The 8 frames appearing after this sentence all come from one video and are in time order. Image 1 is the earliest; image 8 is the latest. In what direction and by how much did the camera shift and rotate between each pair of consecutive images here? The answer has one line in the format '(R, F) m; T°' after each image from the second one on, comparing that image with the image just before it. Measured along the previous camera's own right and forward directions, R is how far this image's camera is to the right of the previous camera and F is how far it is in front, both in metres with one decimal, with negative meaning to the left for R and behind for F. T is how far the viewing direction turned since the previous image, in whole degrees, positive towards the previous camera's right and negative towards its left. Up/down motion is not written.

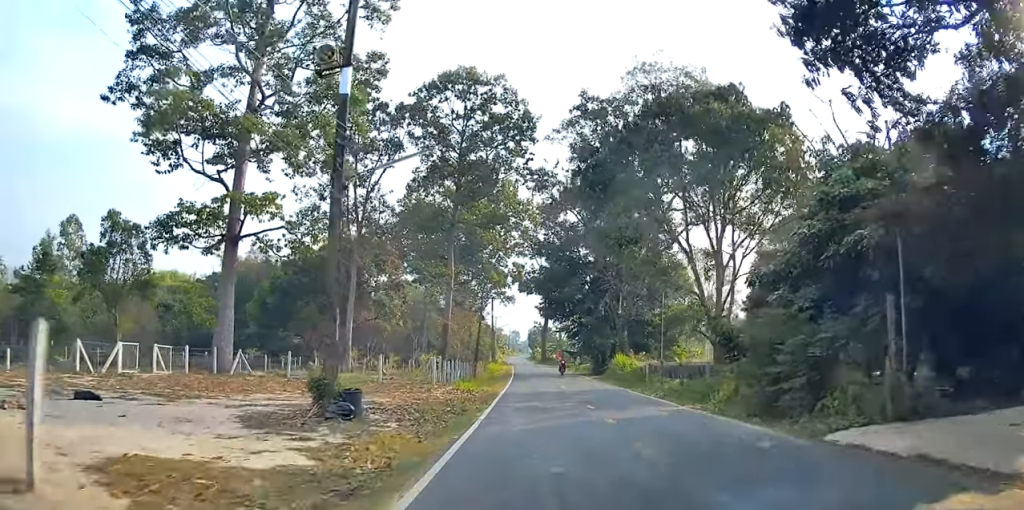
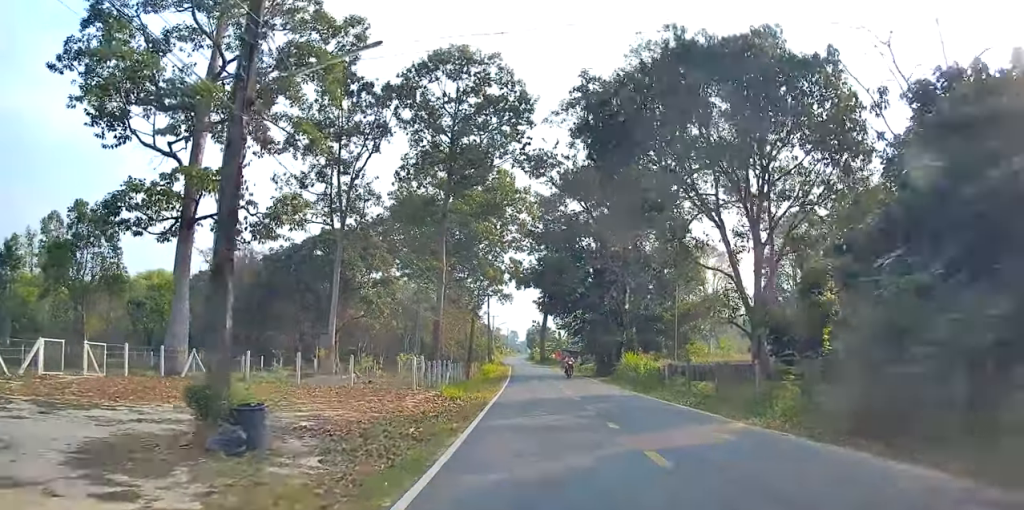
(+0.1, +4.9) m; 0°
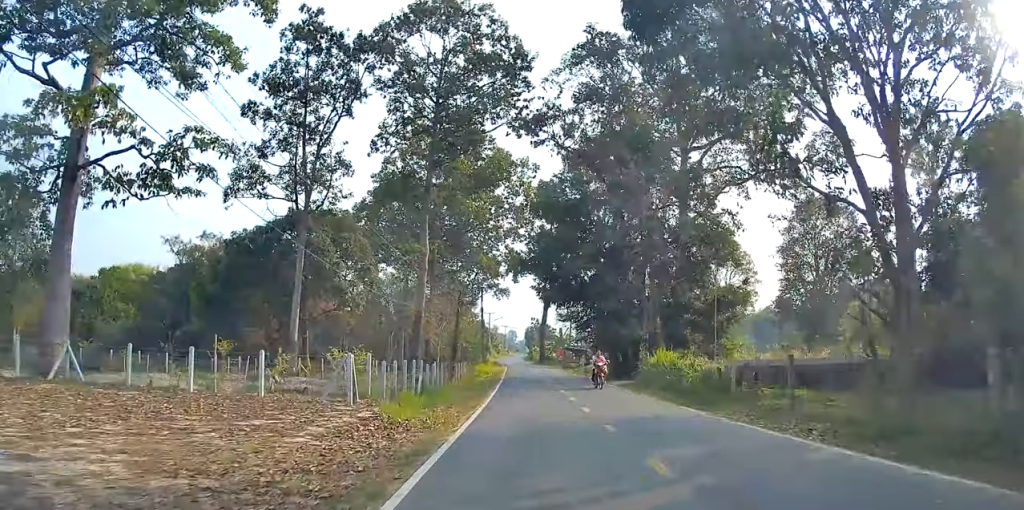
(+0.2, +9.1) m; -1°
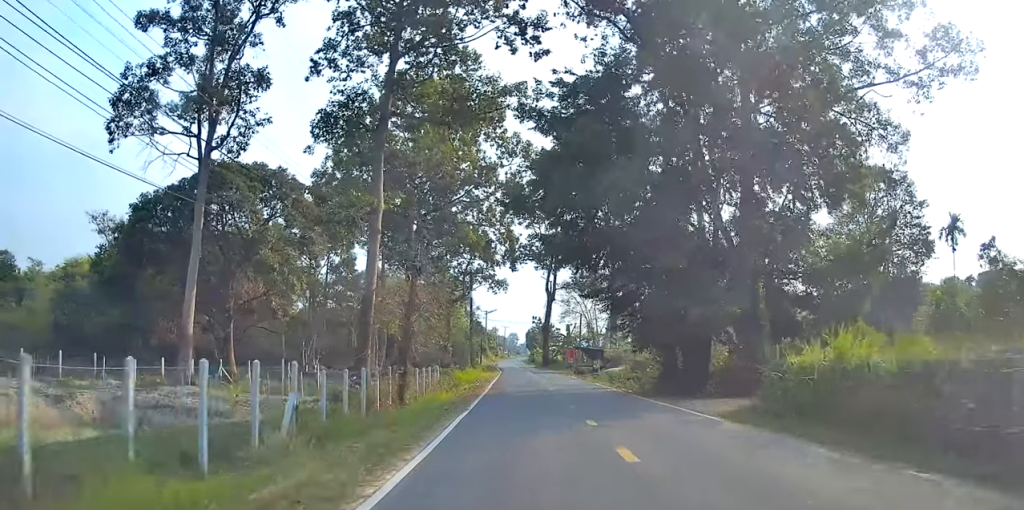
(-0.5, +16.2) m; -1°
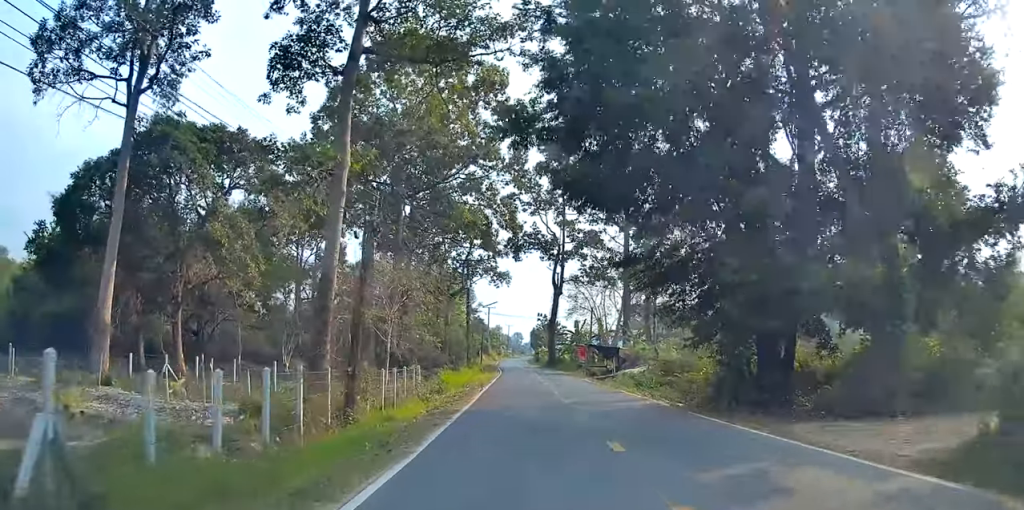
(0.0, +8.0) m; 0°
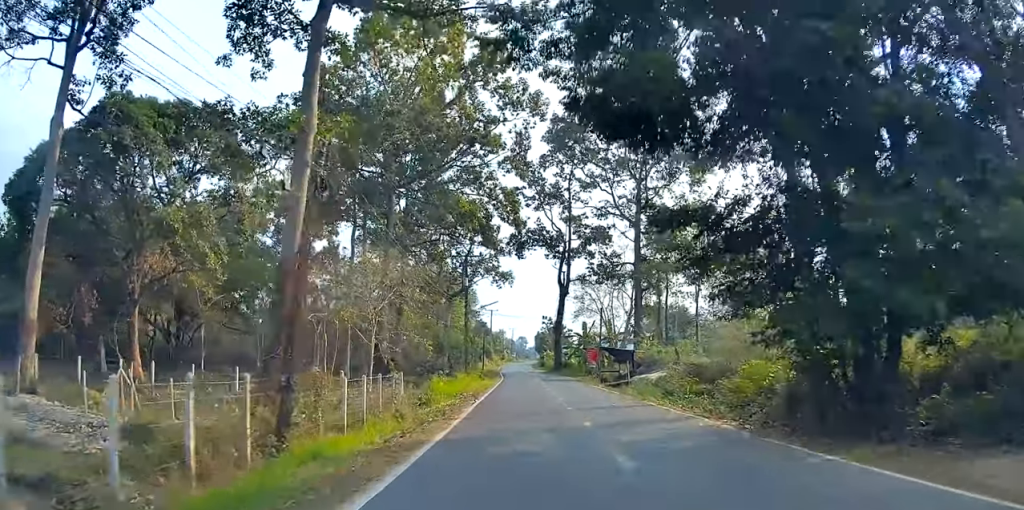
(0.0, +4.9) m; 0°
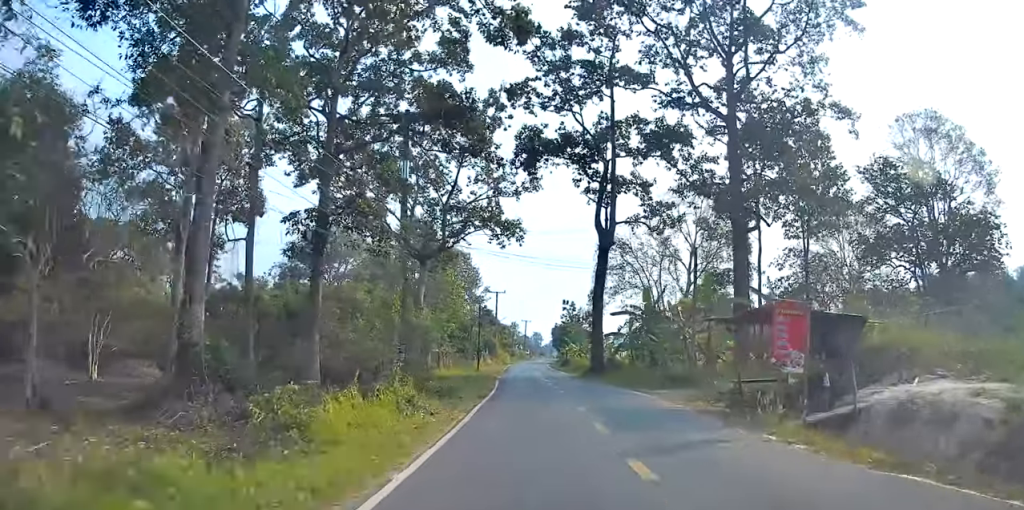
(+0.3, +30.7) m; 0°
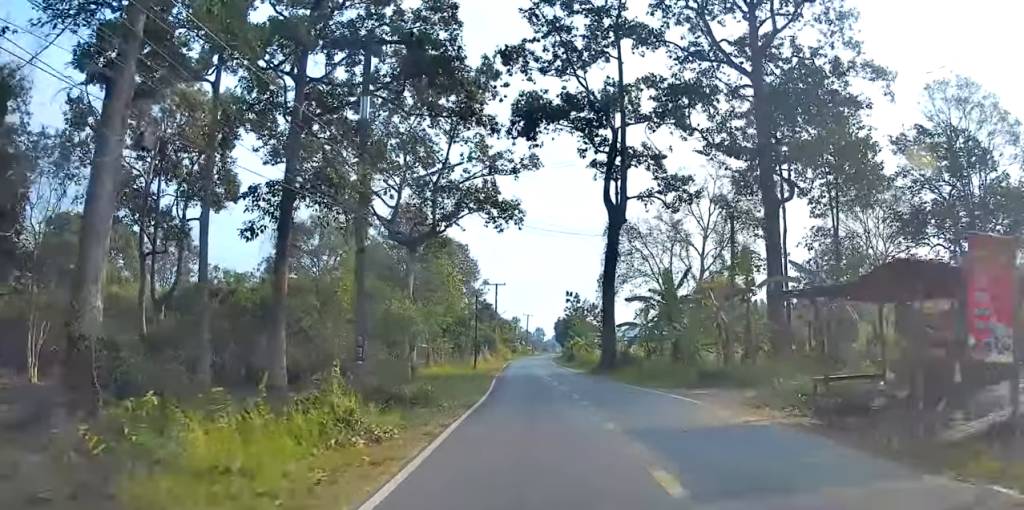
(-0.1, +5.6) m; -1°
